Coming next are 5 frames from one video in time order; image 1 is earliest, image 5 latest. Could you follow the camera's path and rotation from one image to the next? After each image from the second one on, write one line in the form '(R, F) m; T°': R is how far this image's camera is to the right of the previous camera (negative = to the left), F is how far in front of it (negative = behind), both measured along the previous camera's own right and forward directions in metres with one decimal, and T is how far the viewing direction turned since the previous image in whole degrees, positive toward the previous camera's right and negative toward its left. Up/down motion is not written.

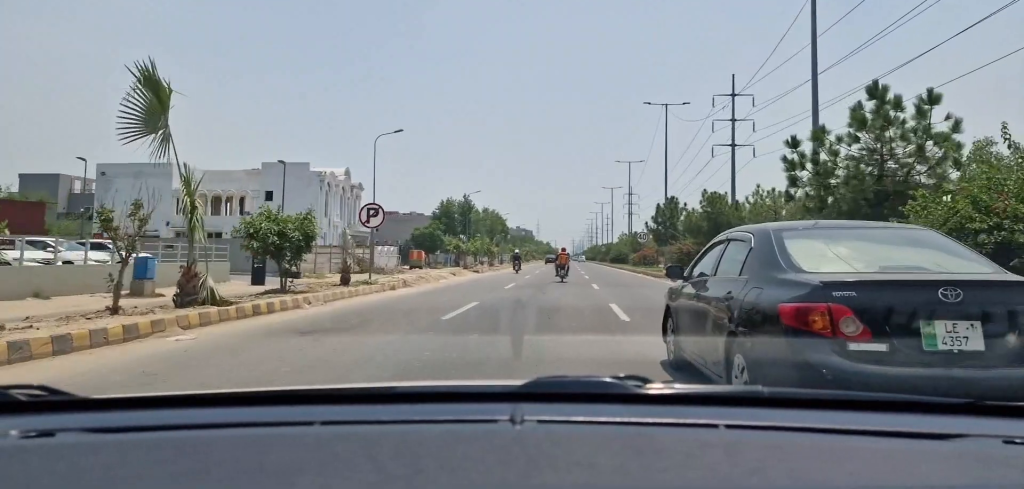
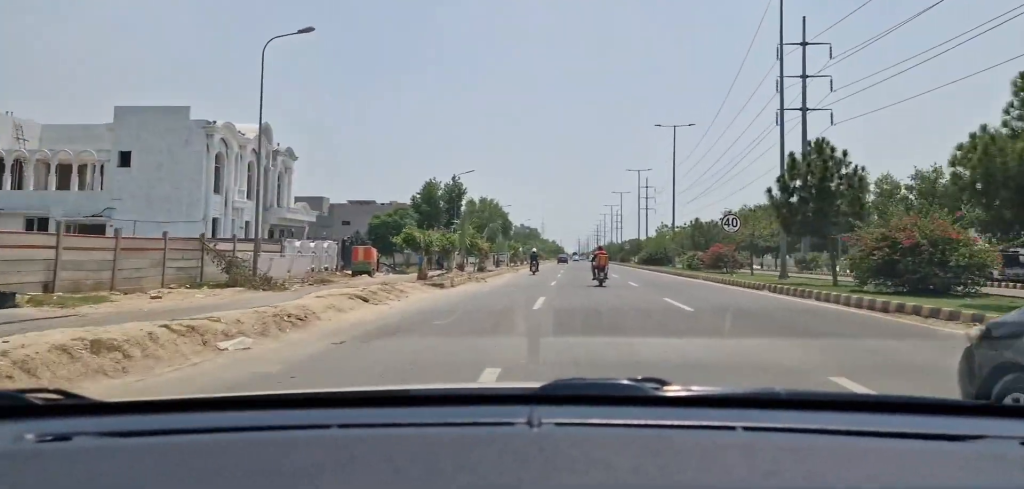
(-0.3, +21.6) m; -1°
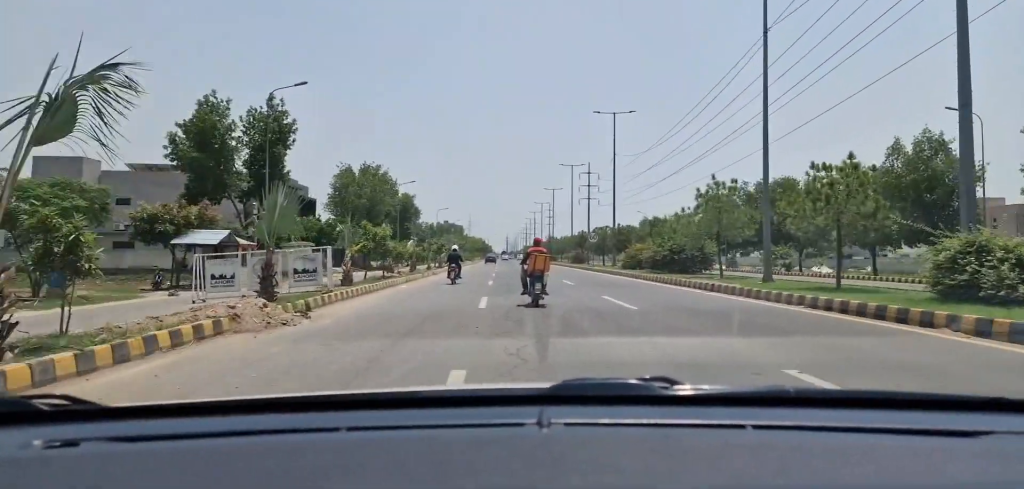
(+1.9, +38.2) m; +6°
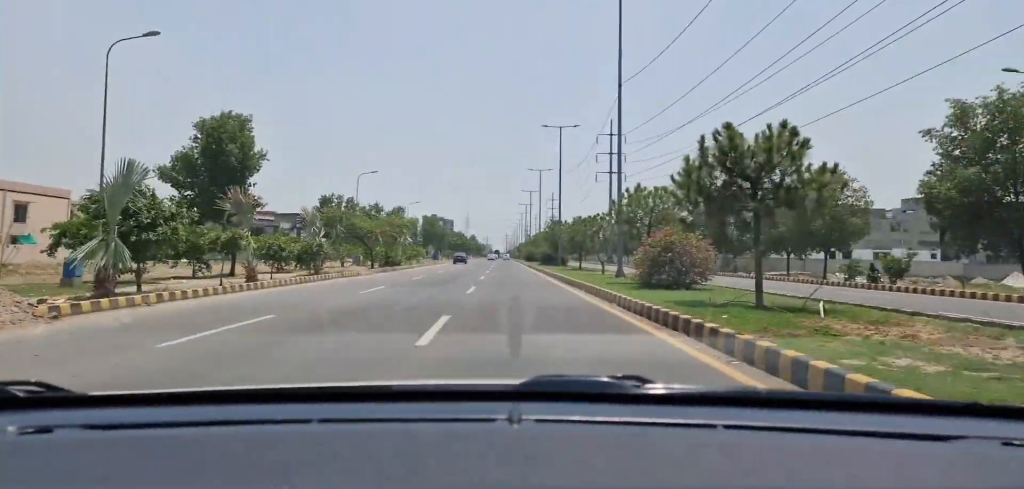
(-0.5, +55.9) m; -3°
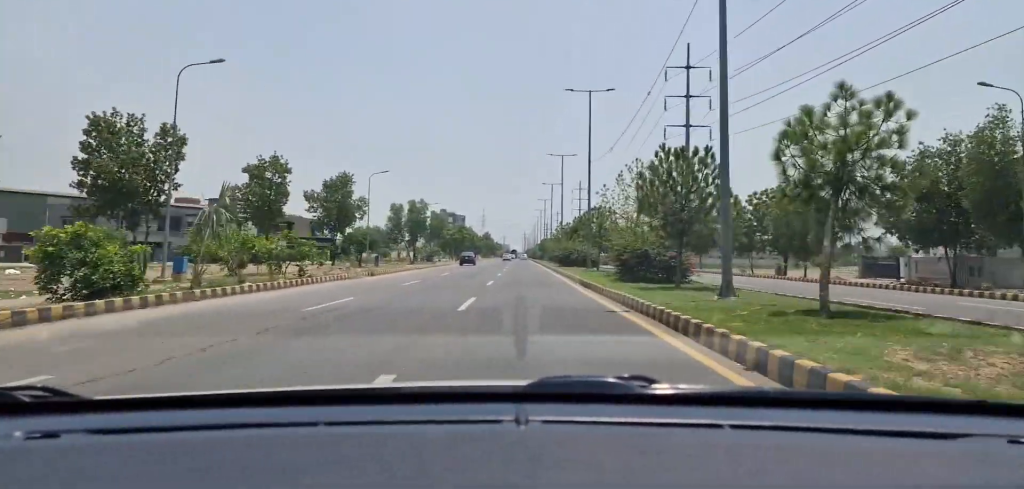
(+0.3, +42.7) m; 0°
